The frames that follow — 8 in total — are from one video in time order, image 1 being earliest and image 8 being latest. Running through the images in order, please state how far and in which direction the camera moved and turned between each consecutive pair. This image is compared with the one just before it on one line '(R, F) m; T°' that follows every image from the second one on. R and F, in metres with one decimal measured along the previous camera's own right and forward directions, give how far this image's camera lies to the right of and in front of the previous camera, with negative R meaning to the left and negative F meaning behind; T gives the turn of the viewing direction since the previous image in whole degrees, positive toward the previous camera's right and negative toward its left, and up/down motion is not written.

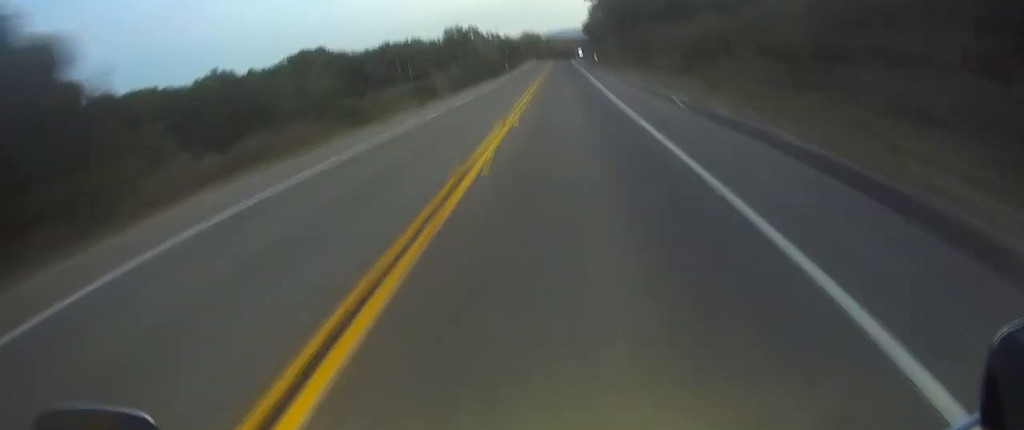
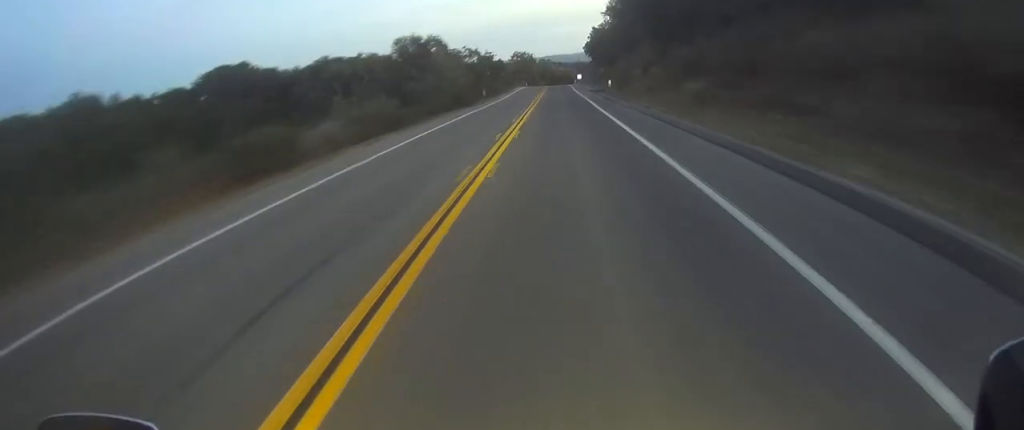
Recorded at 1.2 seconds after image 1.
(+0.2, +27.2) m; +2°
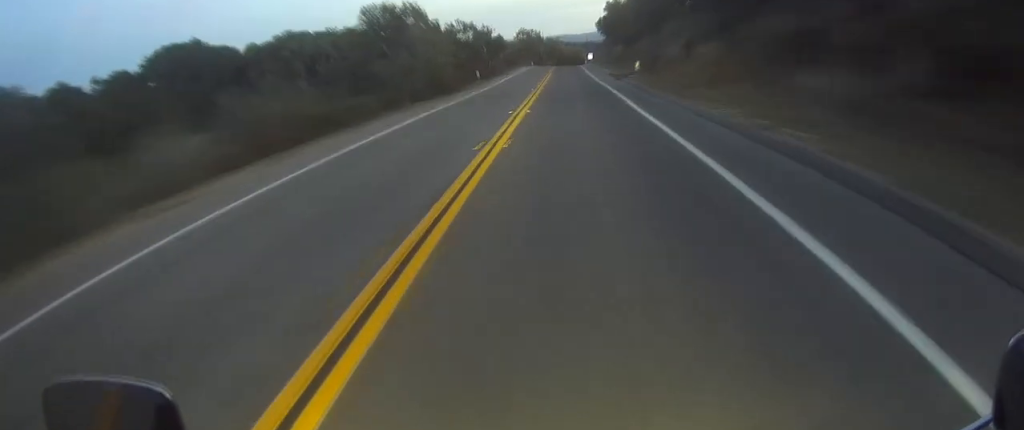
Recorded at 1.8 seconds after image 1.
(+0.3, +14.3) m; 0°
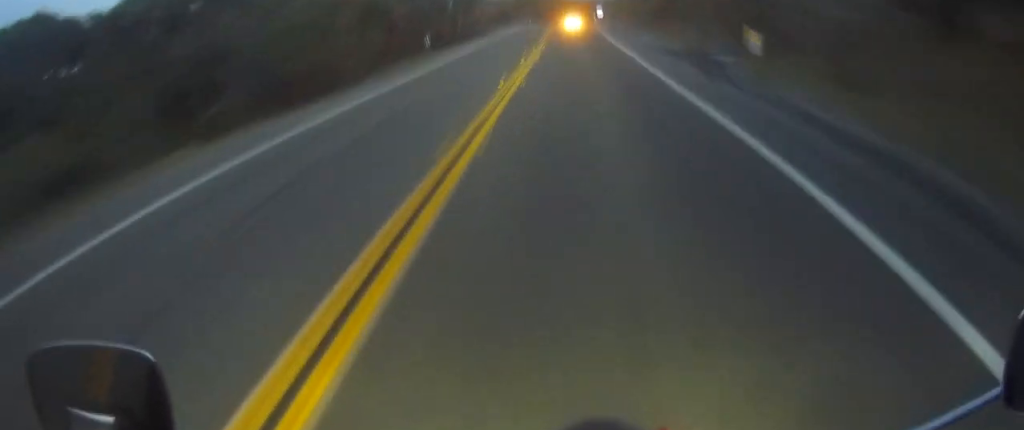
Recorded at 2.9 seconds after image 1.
(-0.1, +25.8) m; -1°
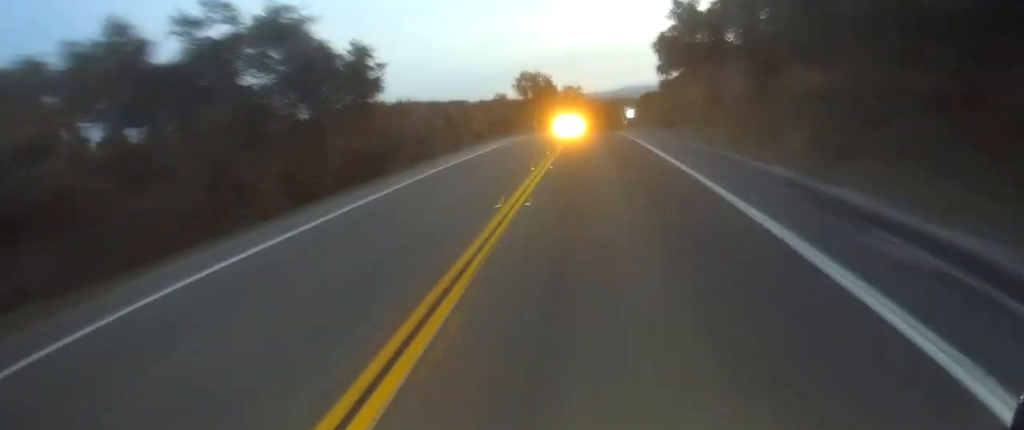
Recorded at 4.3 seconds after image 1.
(-0.7, +32.3) m; -3°
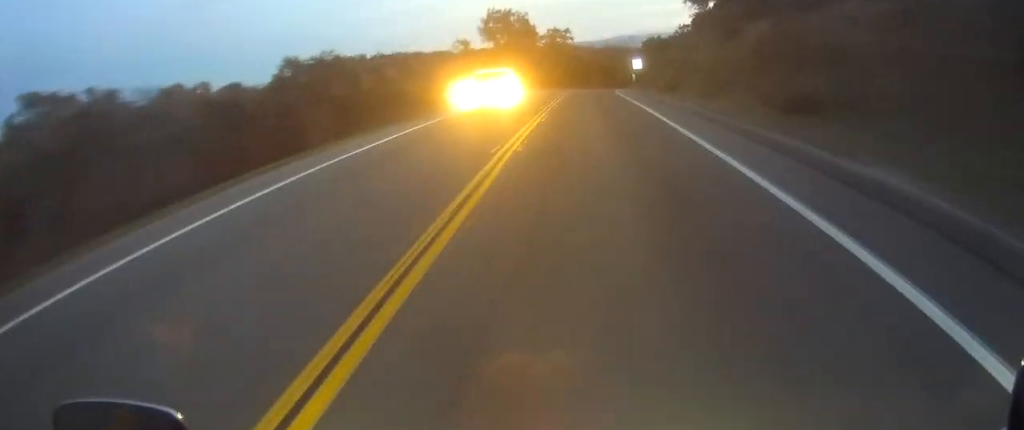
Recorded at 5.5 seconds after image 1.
(-0.6, +27.7) m; -1°
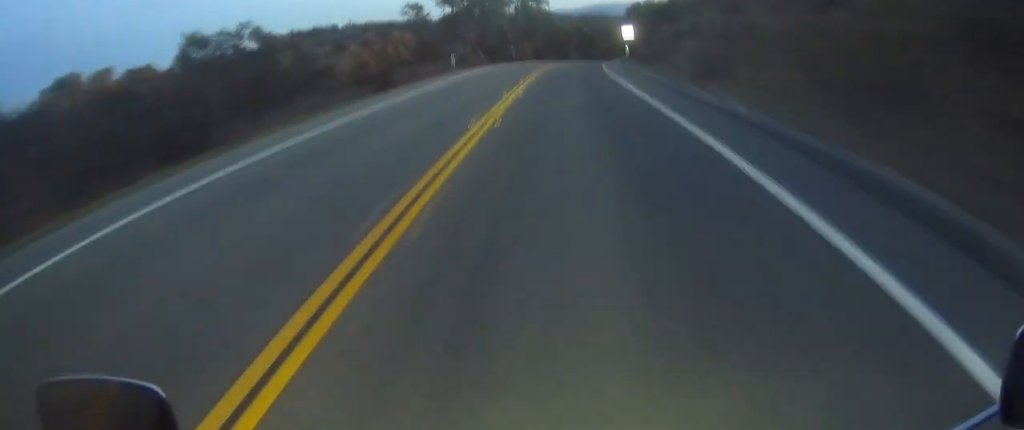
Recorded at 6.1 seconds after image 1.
(-0.2, +14.7) m; +1°
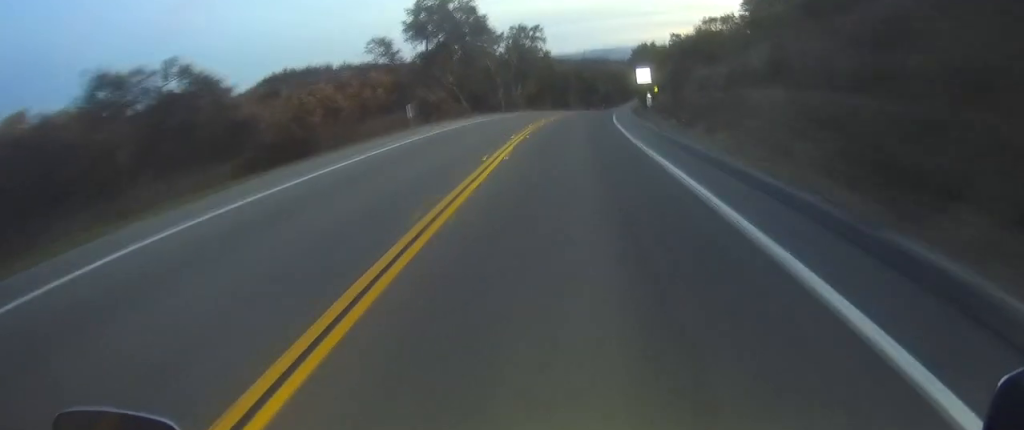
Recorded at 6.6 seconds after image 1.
(+0.3, +12.5) m; +1°
